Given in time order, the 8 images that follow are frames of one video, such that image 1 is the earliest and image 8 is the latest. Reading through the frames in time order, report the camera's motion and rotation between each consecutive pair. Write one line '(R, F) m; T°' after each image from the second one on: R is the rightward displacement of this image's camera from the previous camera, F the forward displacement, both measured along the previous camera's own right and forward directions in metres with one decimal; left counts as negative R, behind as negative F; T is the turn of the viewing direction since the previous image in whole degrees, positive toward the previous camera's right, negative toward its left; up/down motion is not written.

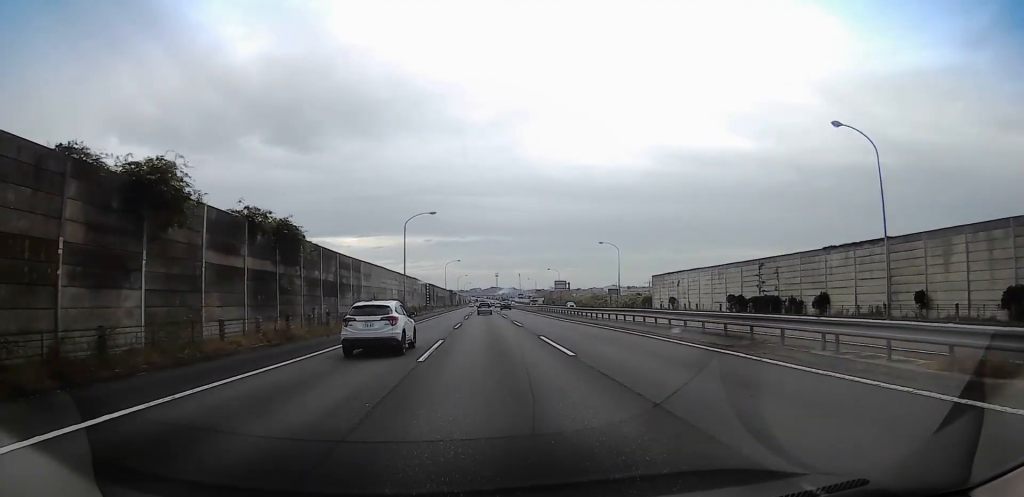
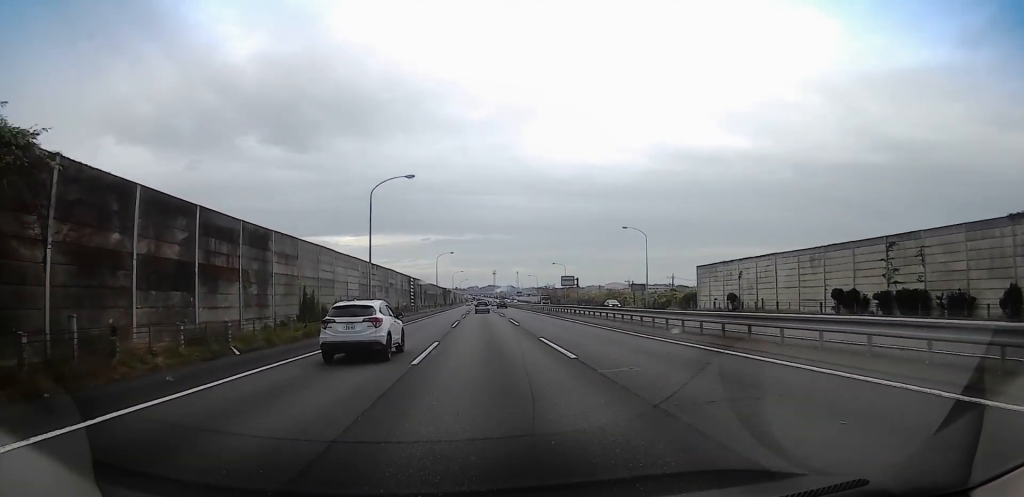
(+0.6, +19.9) m; 0°
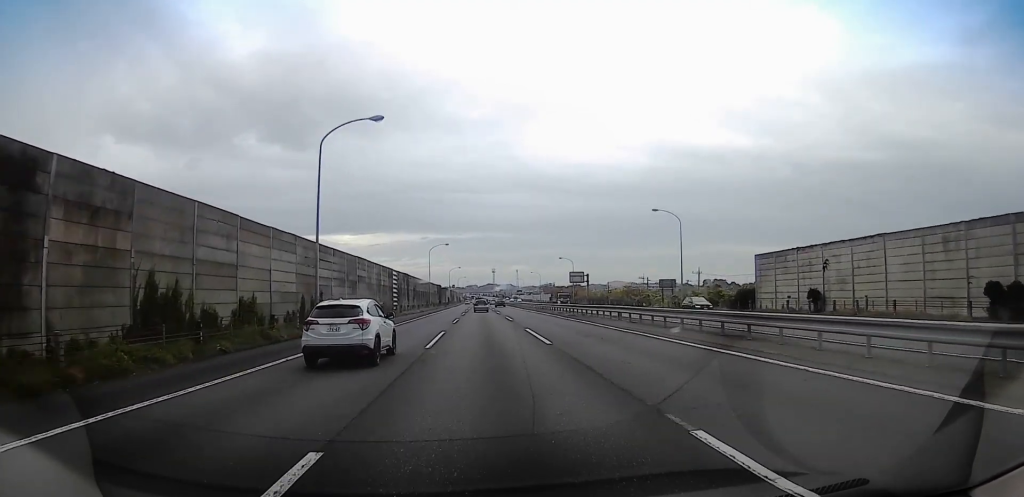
(-0.1, +16.1) m; -1°
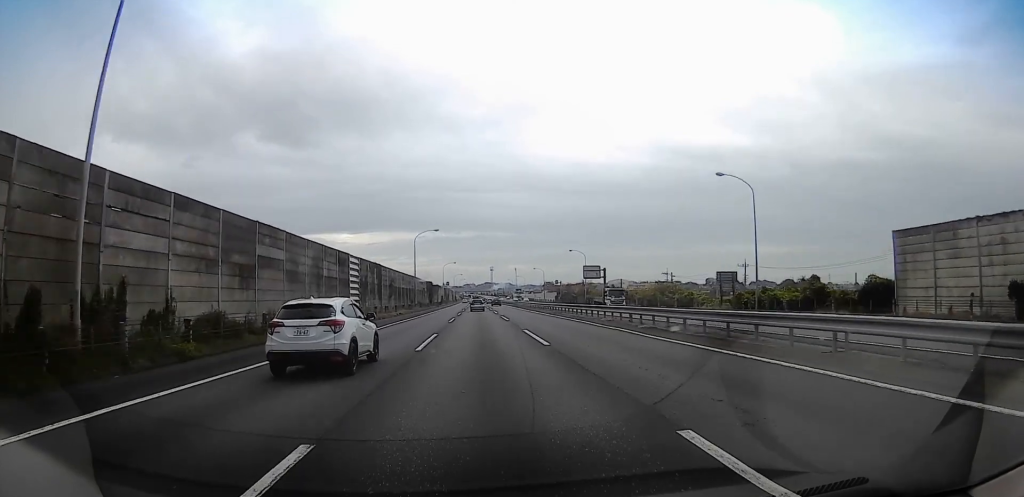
(-0.5, +21.0) m; -1°
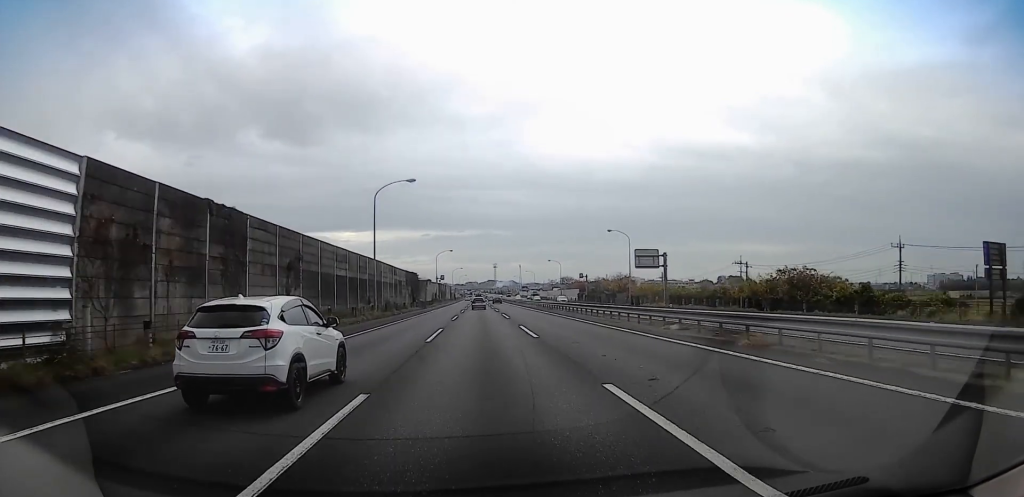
(+1.0, +37.1) m; +4°
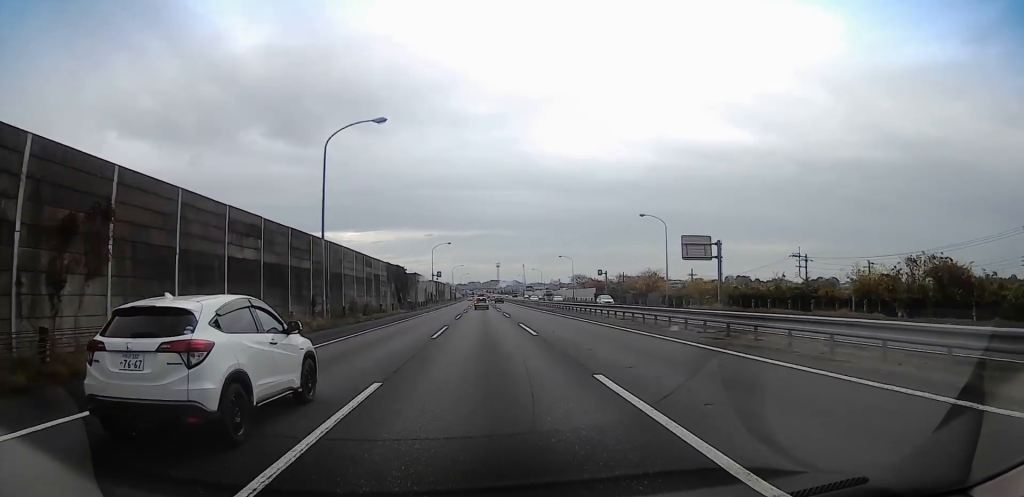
(+0.1, +18.4) m; -1°
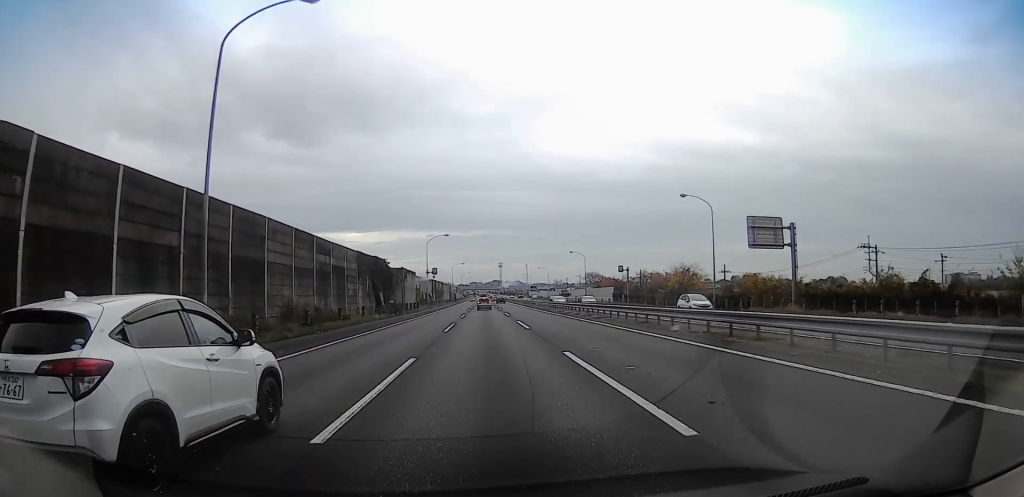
(-0.2, +15.3) m; -1°
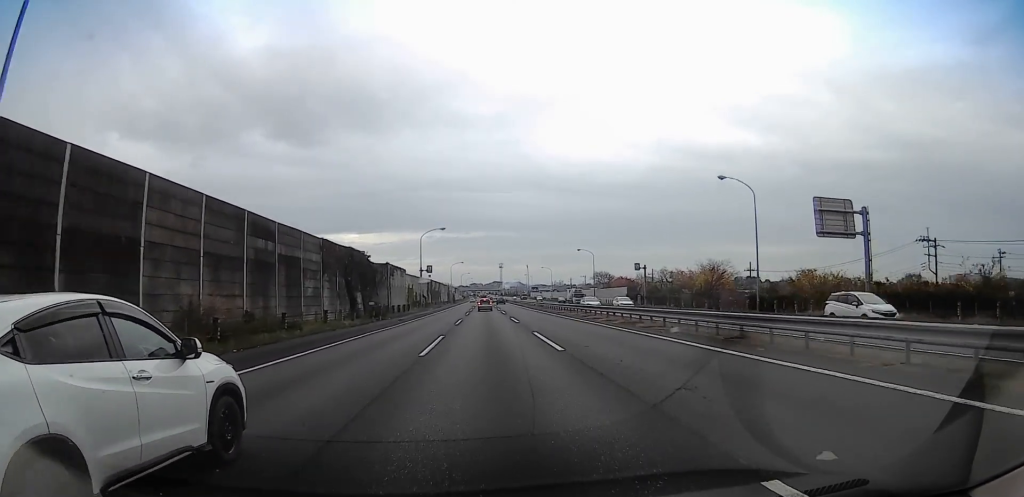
(-0.5, +10.5) m; 0°
